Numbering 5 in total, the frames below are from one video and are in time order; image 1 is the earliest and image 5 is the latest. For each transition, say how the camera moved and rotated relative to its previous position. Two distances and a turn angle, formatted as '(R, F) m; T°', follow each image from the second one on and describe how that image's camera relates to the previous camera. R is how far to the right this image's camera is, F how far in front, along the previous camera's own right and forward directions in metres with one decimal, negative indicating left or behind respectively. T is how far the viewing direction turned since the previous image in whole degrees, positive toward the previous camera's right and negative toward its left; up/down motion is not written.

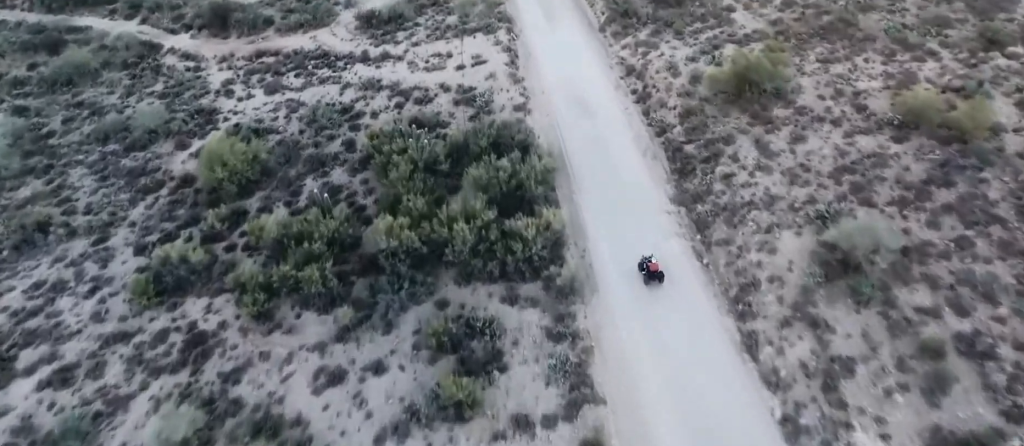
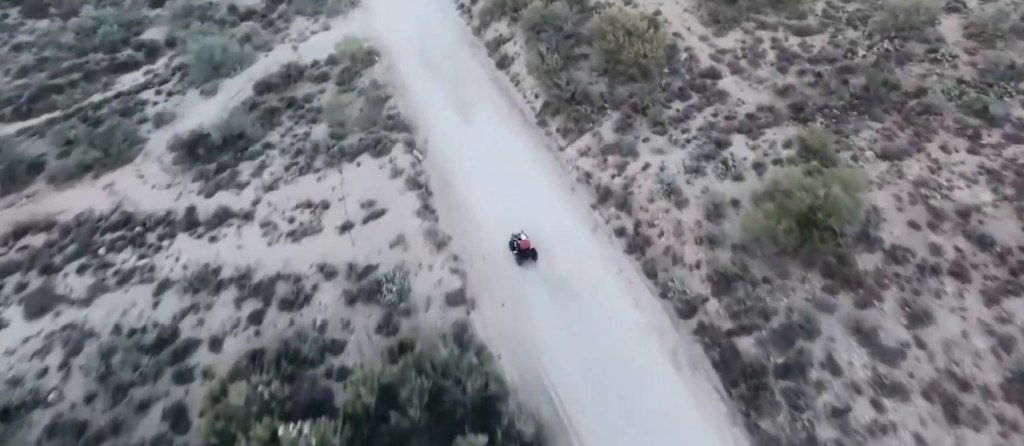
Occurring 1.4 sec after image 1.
(+2.0, +23.9) m; +7°
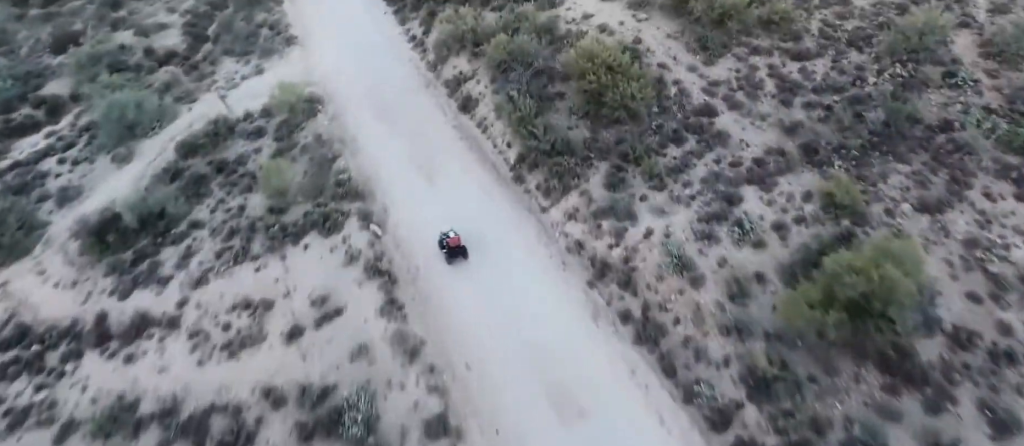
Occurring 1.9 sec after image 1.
(+0.1, +8.3) m; -3°
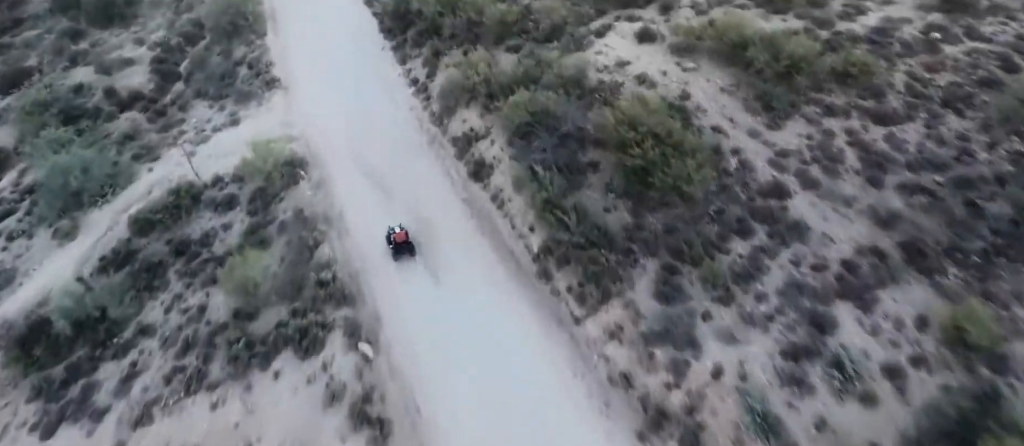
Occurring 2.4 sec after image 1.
(+0.6, +9.5) m; -5°
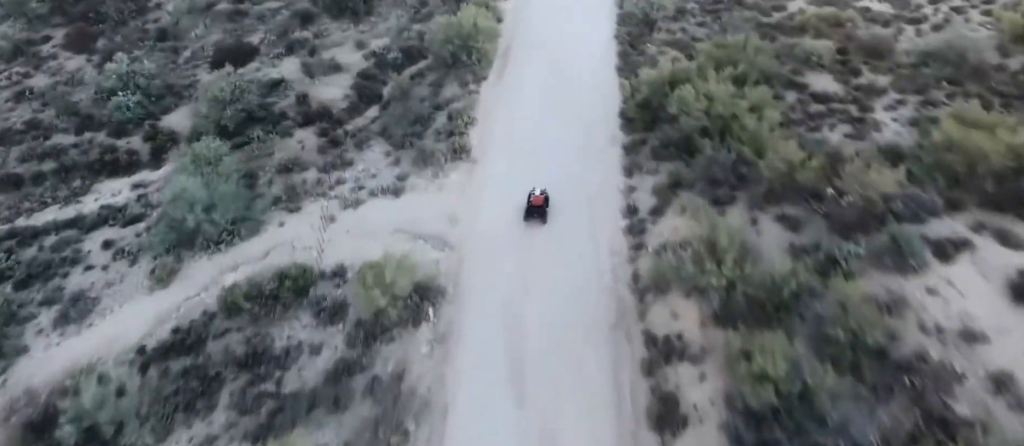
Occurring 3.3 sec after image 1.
(-2.3, +14.7) m; -9°
